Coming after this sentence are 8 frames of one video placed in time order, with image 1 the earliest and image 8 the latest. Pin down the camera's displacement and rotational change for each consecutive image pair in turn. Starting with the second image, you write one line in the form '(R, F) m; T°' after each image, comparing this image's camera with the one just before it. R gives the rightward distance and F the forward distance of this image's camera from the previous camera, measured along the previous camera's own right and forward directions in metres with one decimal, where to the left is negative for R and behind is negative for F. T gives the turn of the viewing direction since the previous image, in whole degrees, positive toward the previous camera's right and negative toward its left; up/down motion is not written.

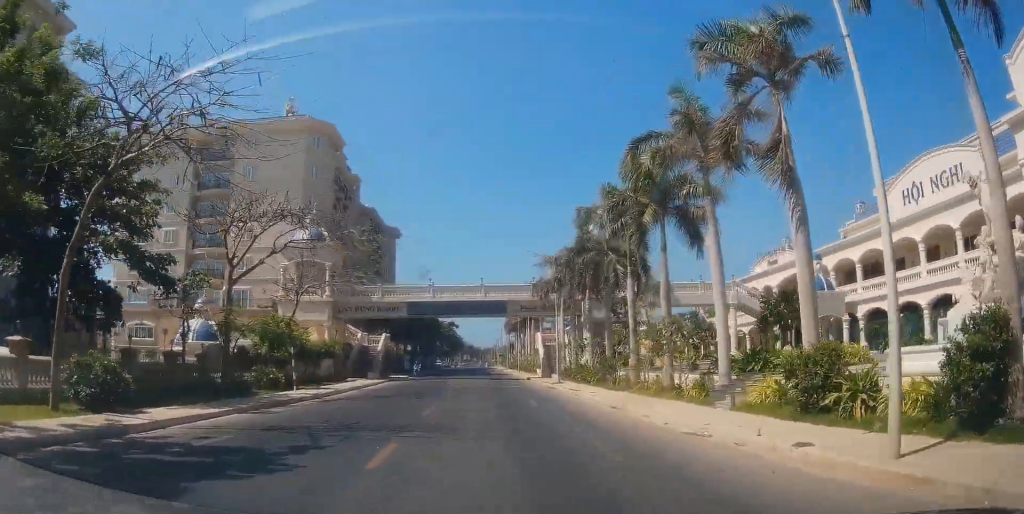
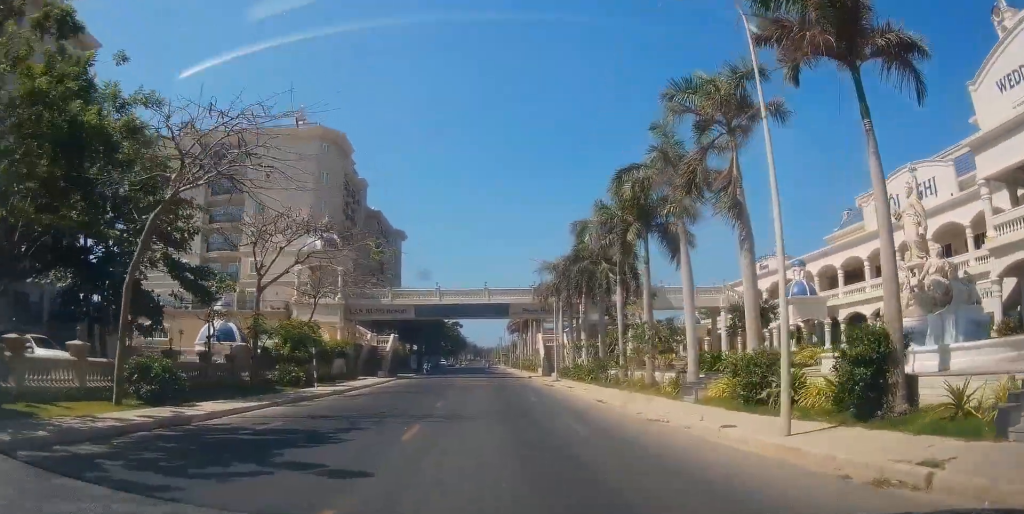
(0.0, +6.1) m; -2°
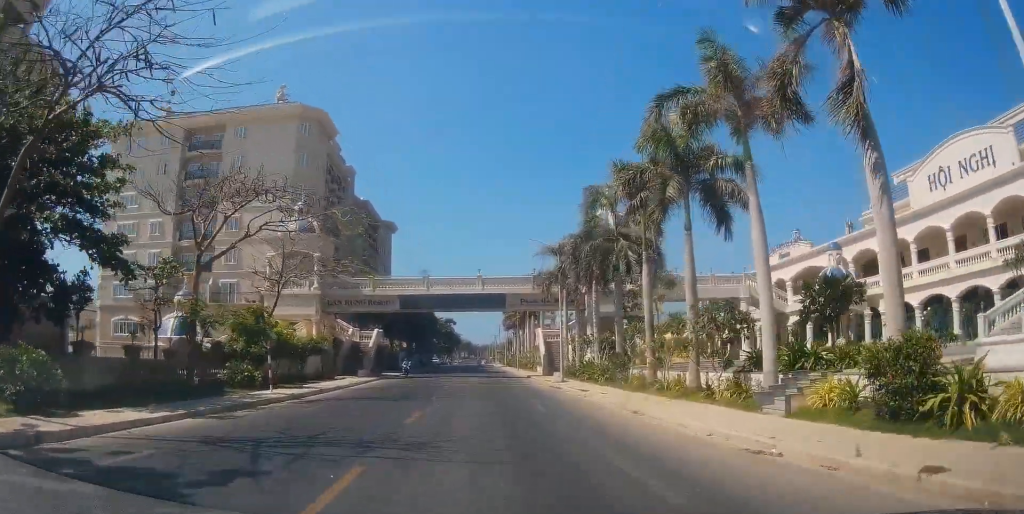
(-0.2, +5.8) m; 0°
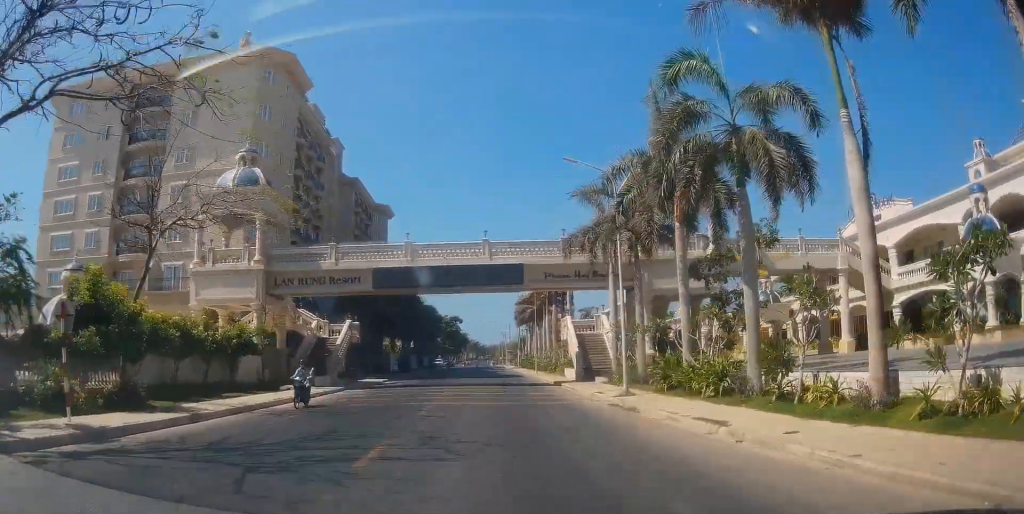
(+0.1, +14.3) m; +1°
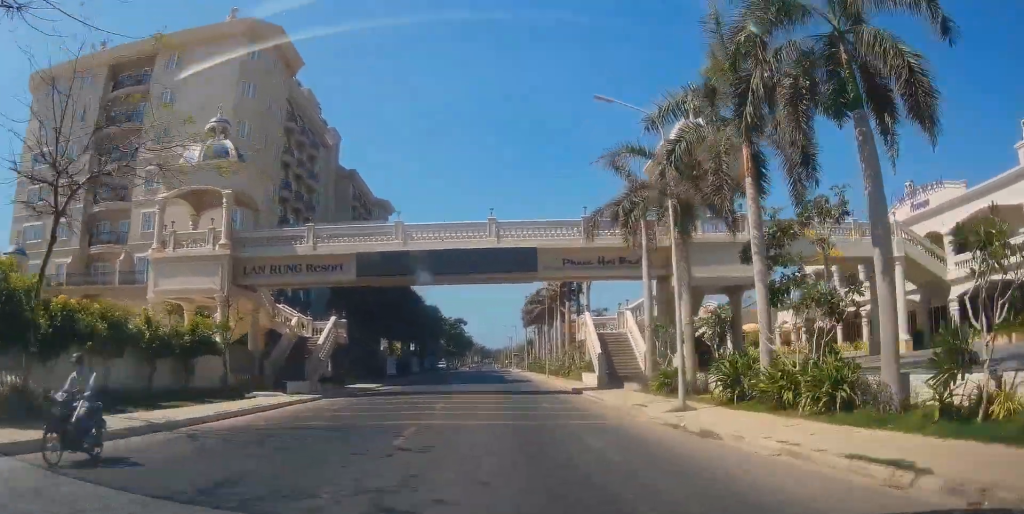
(0.0, +5.8) m; +1°
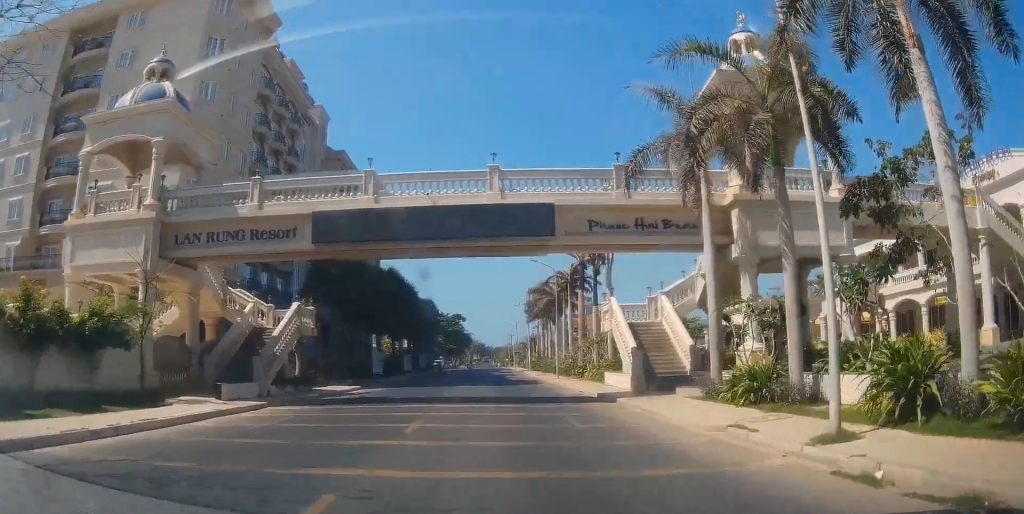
(+0.1, +7.5) m; +1°
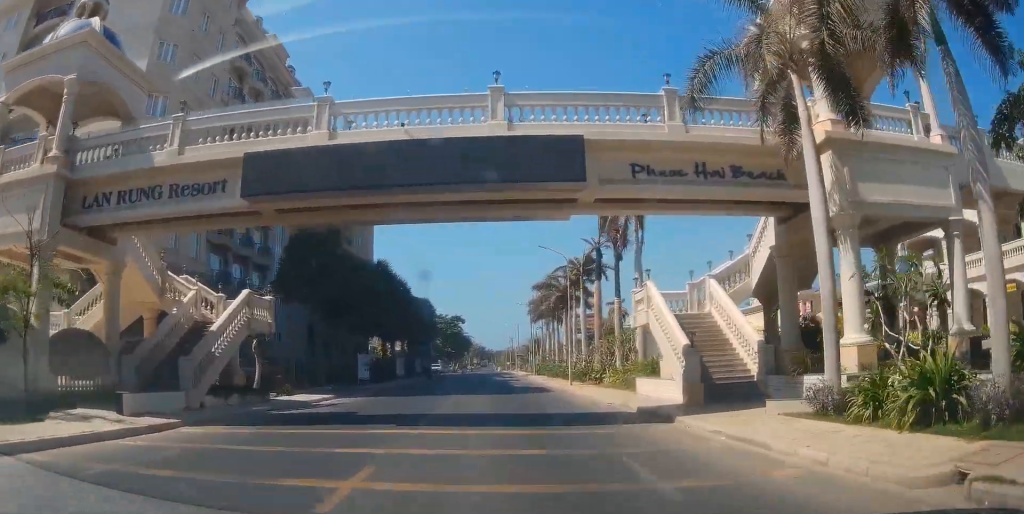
(+0.2, +6.5) m; 0°
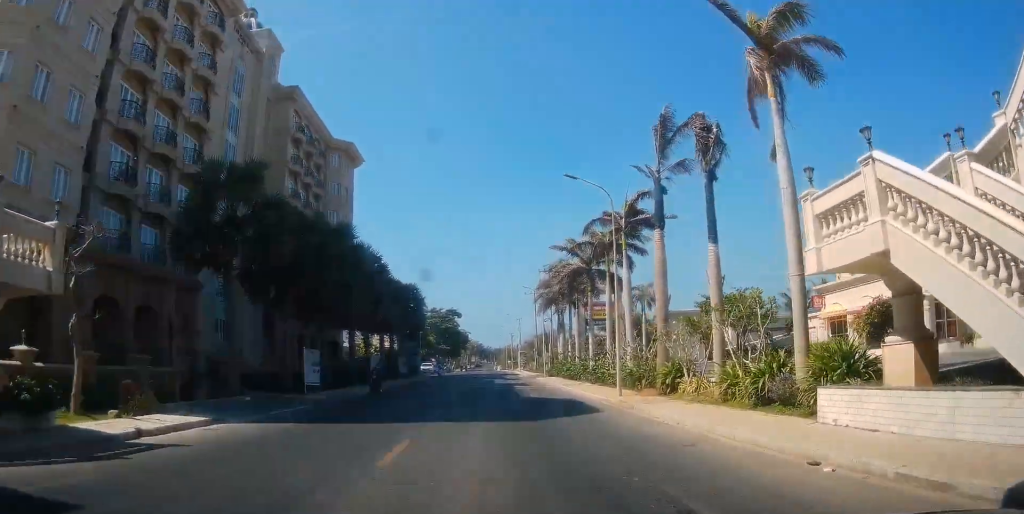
(-0.6, +14.2) m; -2°
